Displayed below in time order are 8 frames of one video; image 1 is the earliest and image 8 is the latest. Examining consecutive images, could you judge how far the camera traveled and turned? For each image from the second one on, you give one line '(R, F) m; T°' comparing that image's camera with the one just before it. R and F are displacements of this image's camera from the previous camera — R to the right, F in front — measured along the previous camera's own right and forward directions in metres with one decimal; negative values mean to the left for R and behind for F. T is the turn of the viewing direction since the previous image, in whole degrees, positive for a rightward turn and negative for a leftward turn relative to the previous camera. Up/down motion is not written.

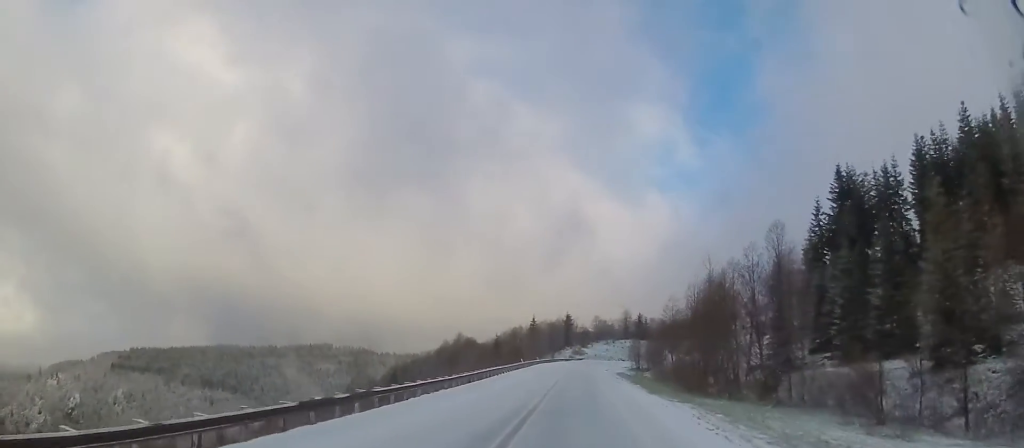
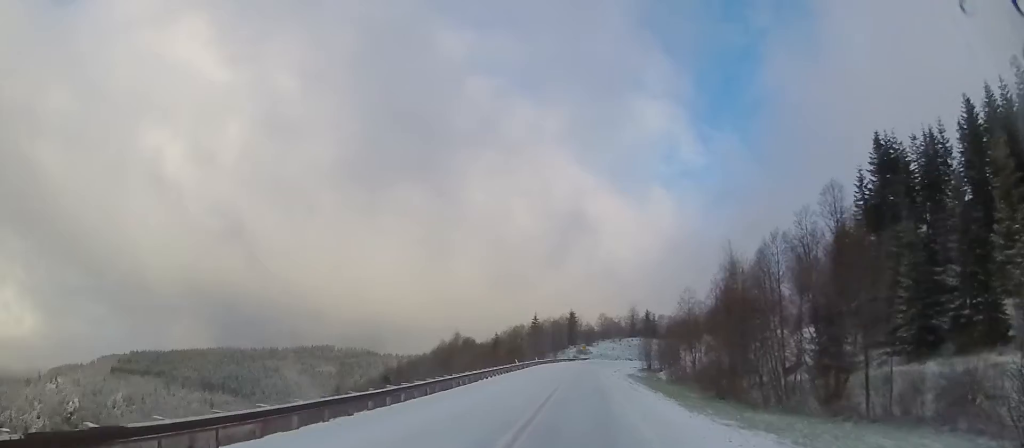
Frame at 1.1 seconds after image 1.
(-0.2, +13.6) m; -3°
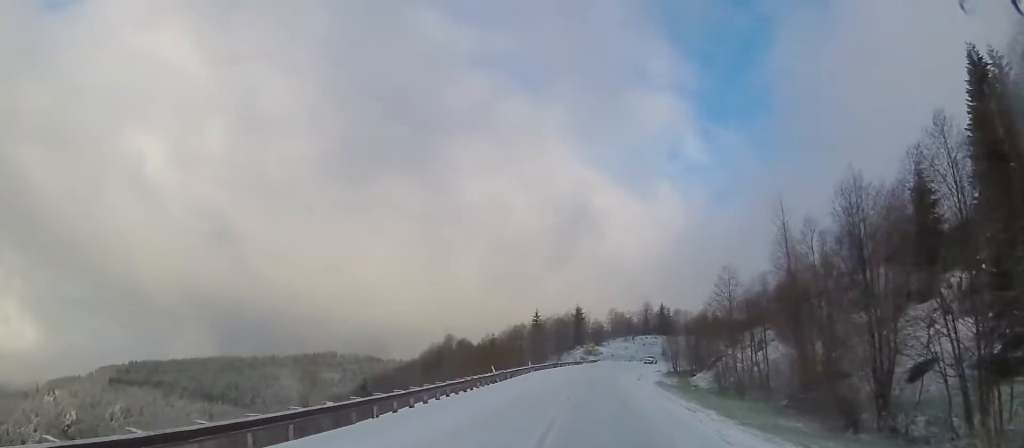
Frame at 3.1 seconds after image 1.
(-0.7, +25.1) m; 0°
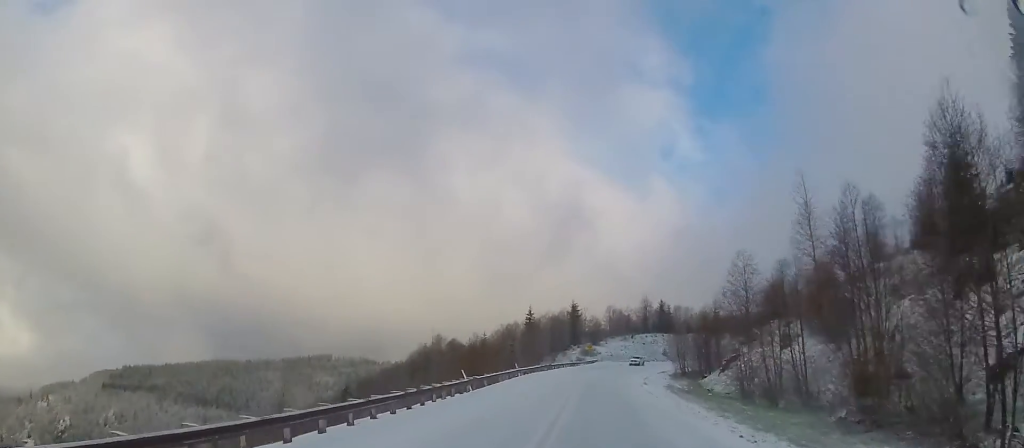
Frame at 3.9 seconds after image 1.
(+0.4, +10.3) m; -2°
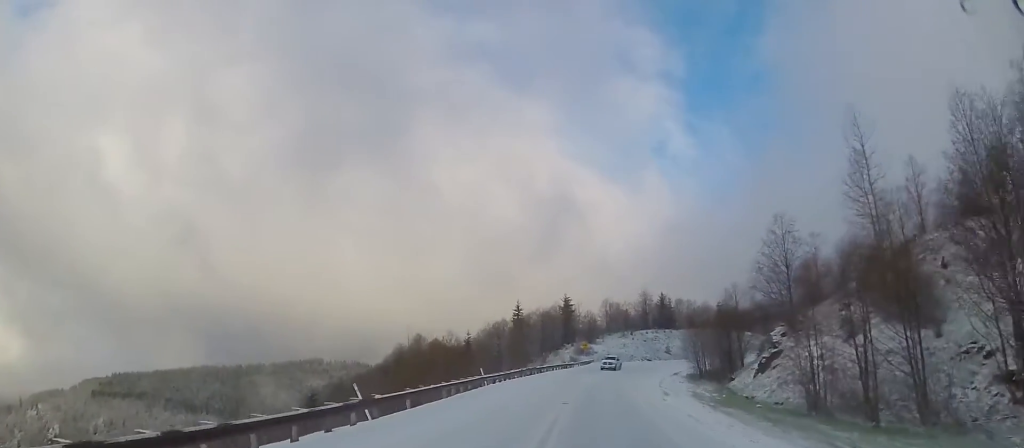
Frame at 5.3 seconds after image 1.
(-1.0, +17.1) m; -1°
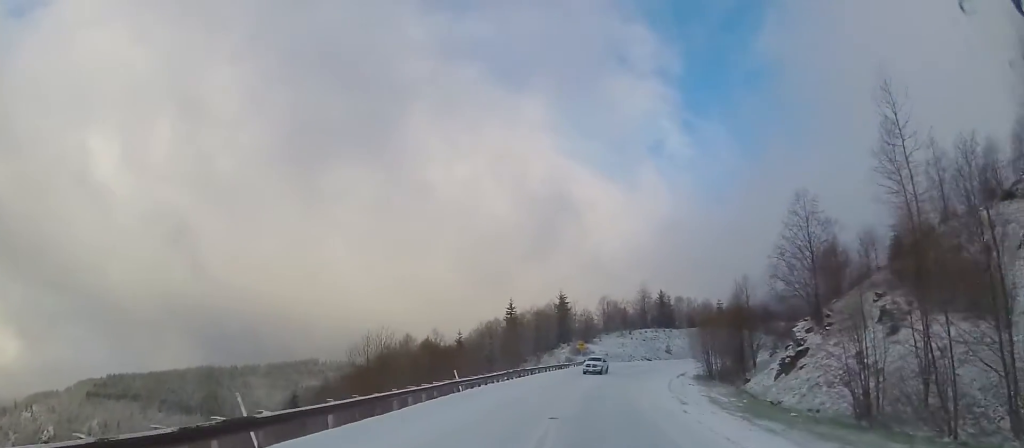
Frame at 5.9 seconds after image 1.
(+0.2, +7.3) m; +2°
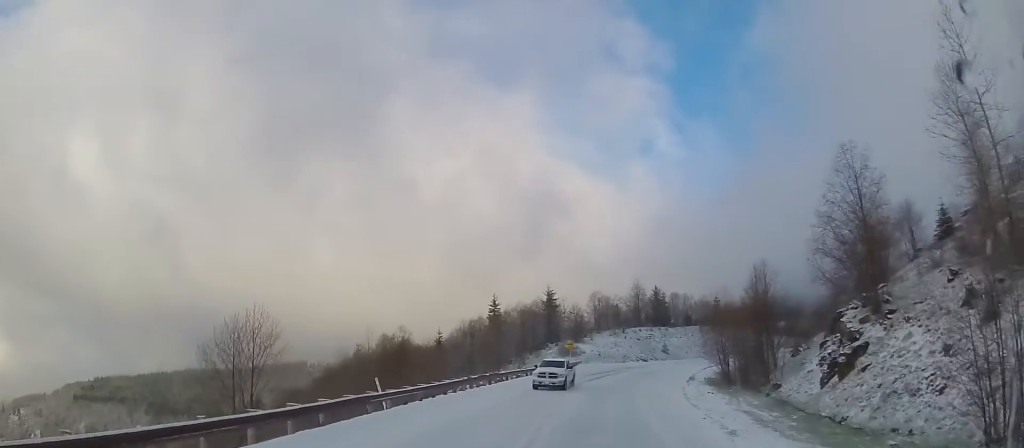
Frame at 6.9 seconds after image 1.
(+0.1, +11.7) m; 0°
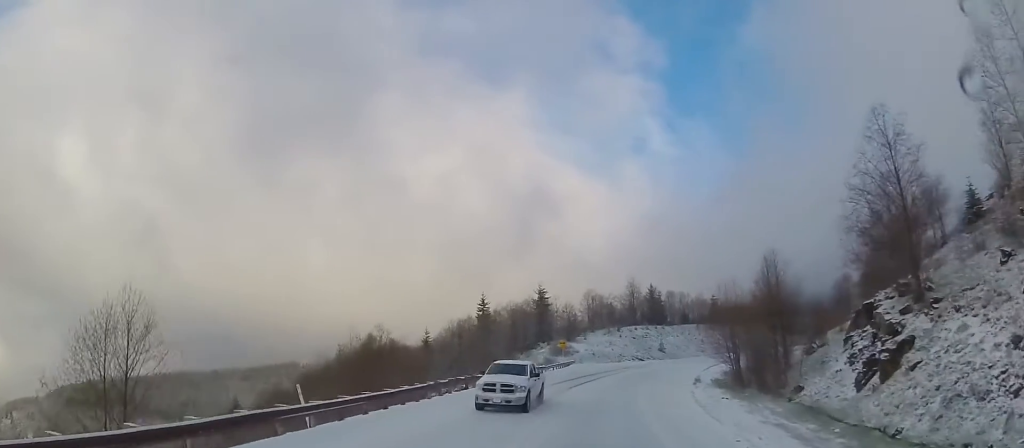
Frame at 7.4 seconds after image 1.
(0.0, +6.1) m; 0°
